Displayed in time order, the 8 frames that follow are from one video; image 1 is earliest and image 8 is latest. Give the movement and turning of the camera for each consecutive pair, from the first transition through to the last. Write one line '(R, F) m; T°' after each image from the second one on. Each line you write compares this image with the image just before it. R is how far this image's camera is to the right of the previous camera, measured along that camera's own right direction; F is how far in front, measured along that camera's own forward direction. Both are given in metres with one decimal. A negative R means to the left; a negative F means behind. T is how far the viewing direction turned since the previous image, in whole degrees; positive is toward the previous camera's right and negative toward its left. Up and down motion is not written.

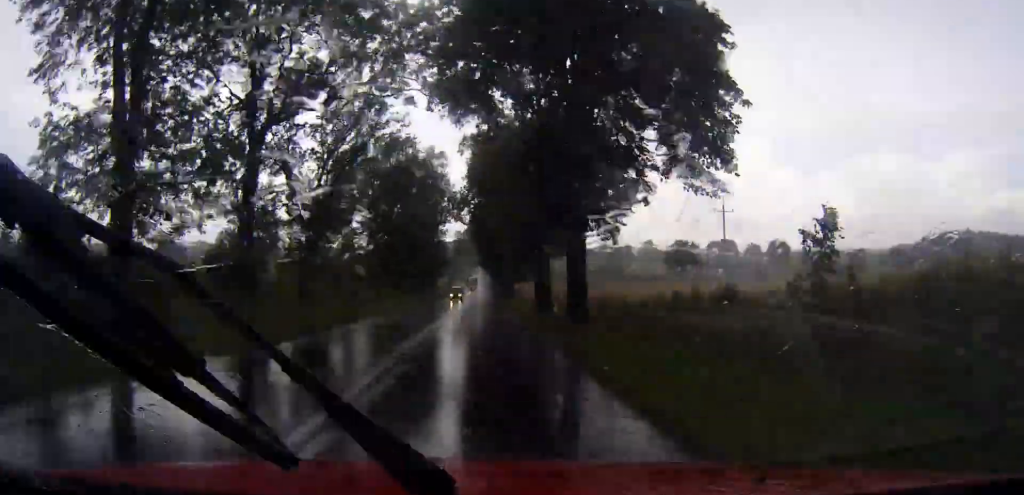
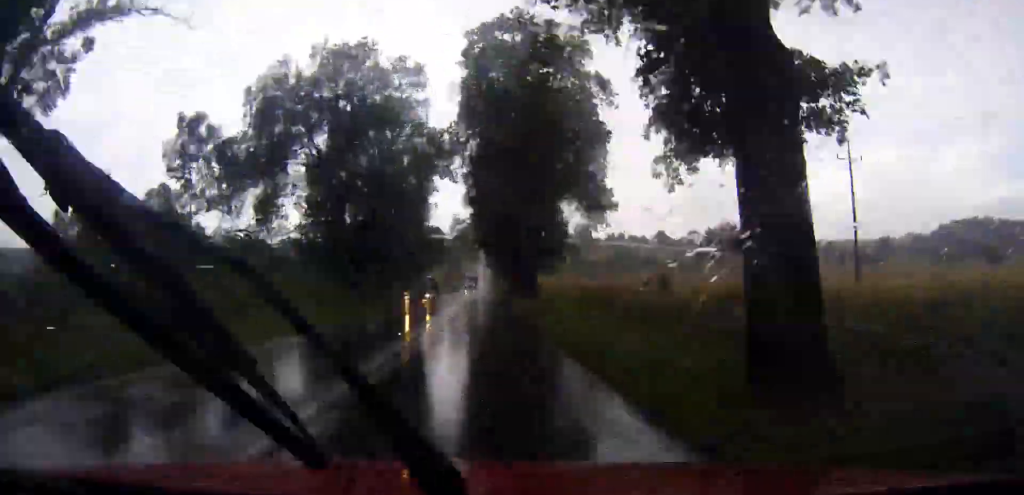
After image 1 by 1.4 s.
(-0.3, +27.7) m; 0°
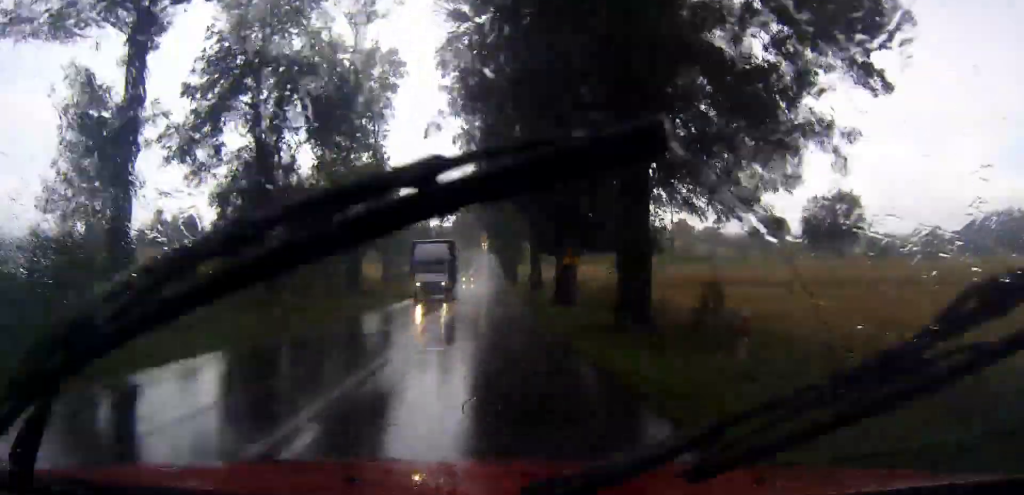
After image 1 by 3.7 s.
(+0.1, +45.6) m; 0°
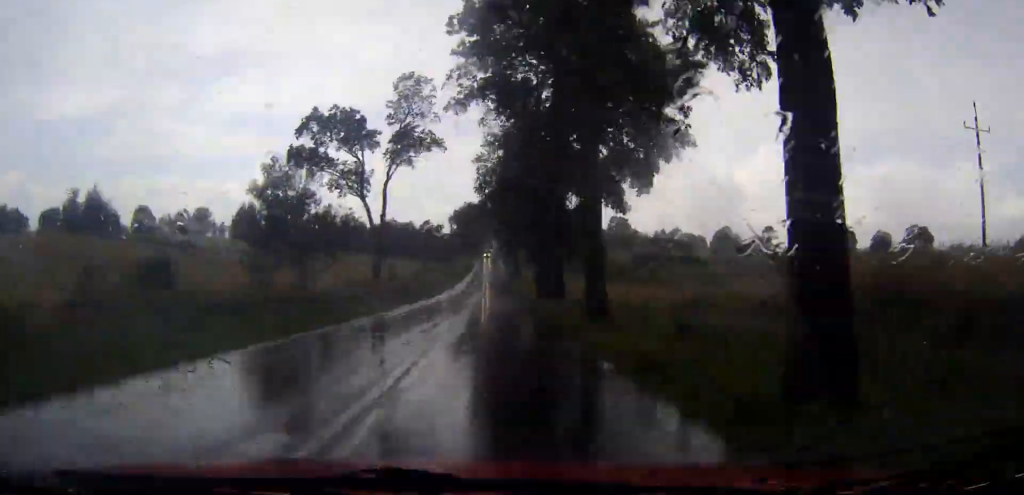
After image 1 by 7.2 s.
(+0.2, +68.2) m; +1°
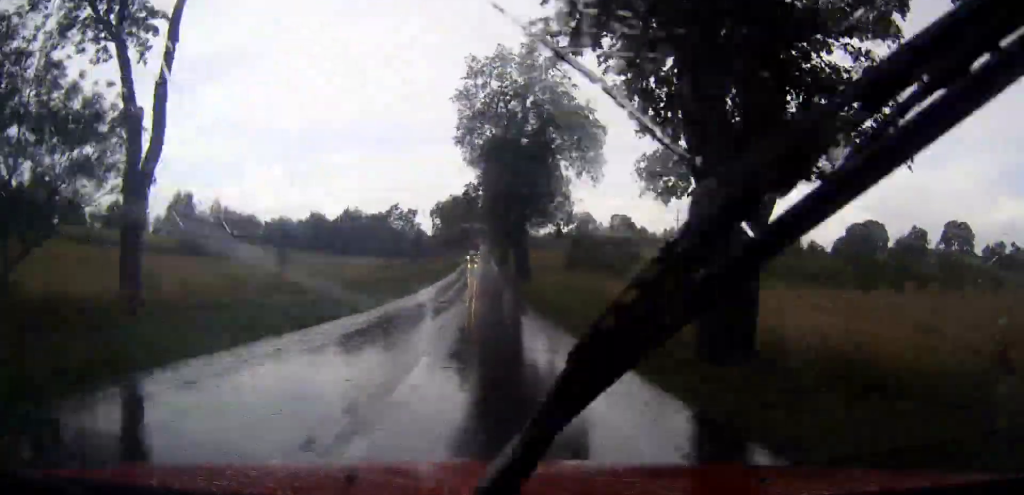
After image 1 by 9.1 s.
(+0.2, +35.3) m; 0°
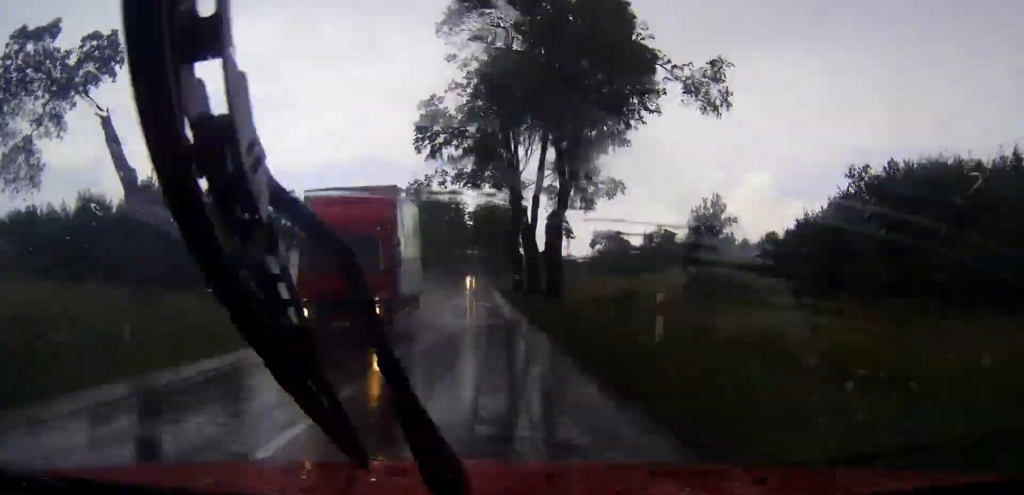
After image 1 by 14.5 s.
(+0.2, +93.2) m; -1°
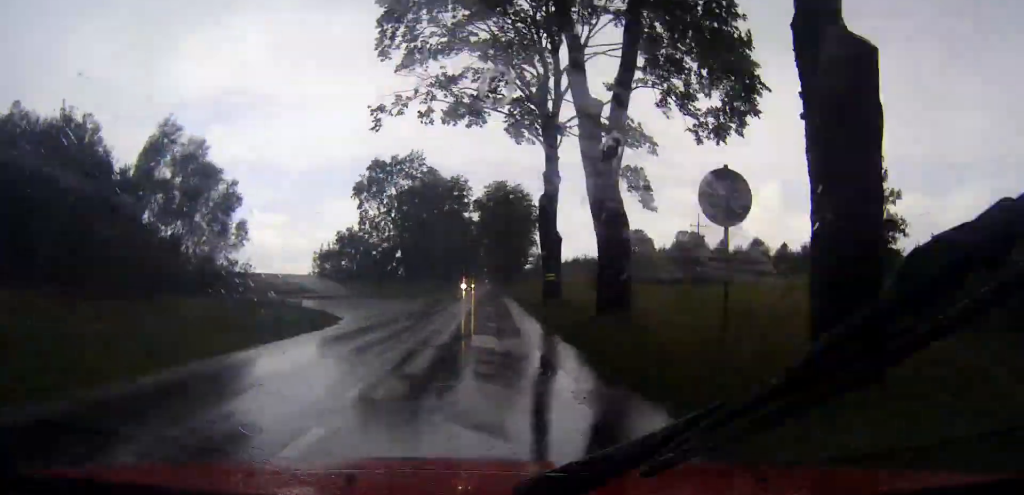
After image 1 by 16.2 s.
(-0.4, +27.6) m; 0°
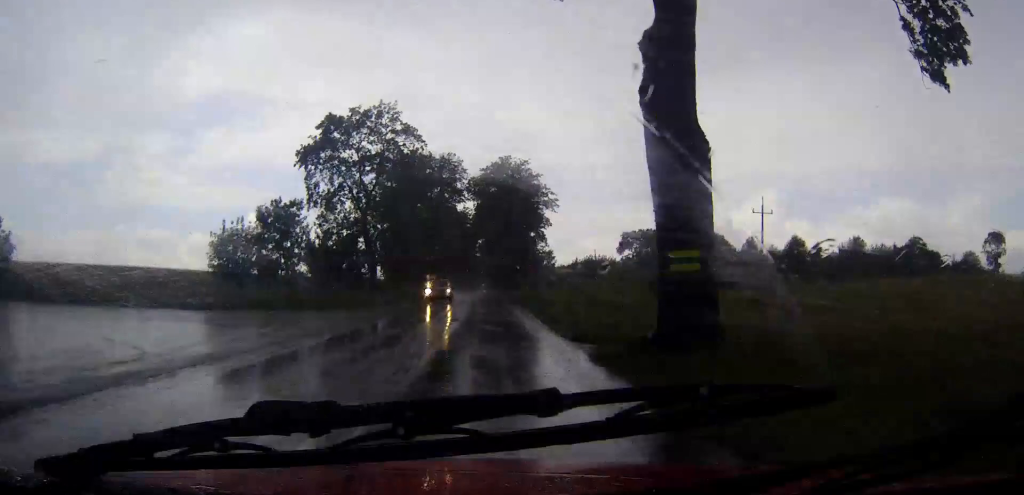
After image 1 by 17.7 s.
(0.0, +24.3) m; 0°
